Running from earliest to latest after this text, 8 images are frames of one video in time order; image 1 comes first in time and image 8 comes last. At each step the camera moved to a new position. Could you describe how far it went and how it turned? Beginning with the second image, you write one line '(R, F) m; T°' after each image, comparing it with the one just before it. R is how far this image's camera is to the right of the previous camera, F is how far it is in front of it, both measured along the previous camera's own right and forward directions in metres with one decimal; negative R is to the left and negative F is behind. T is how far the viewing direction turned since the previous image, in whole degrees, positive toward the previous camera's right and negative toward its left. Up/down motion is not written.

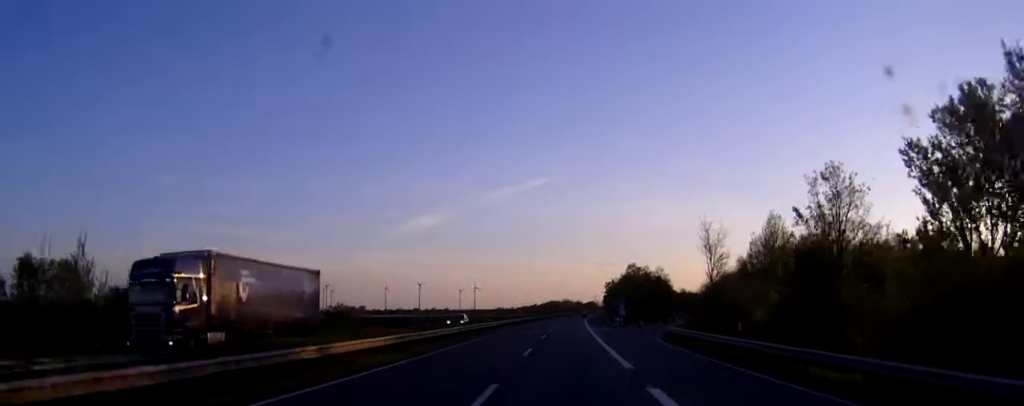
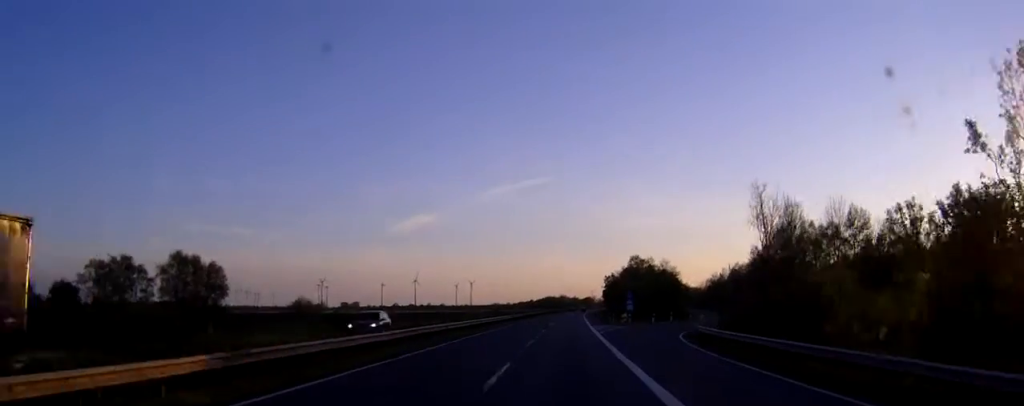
(0.0, +13.6) m; 0°
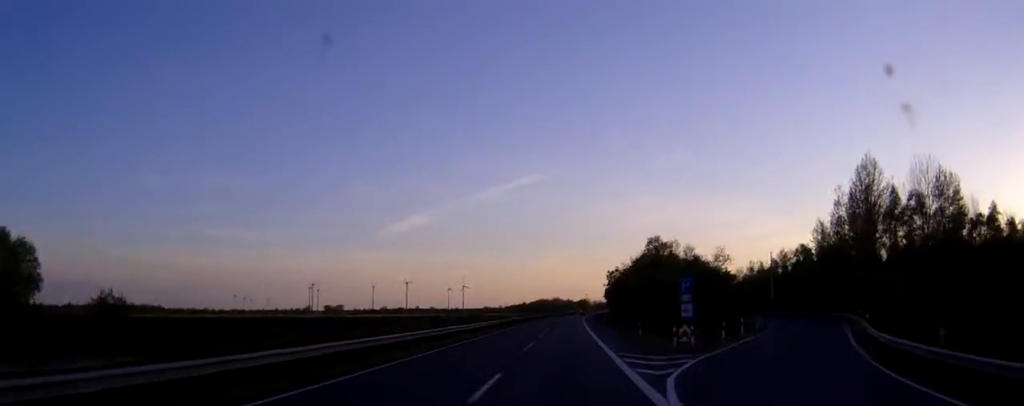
(+0.2, +37.0) m; +1°
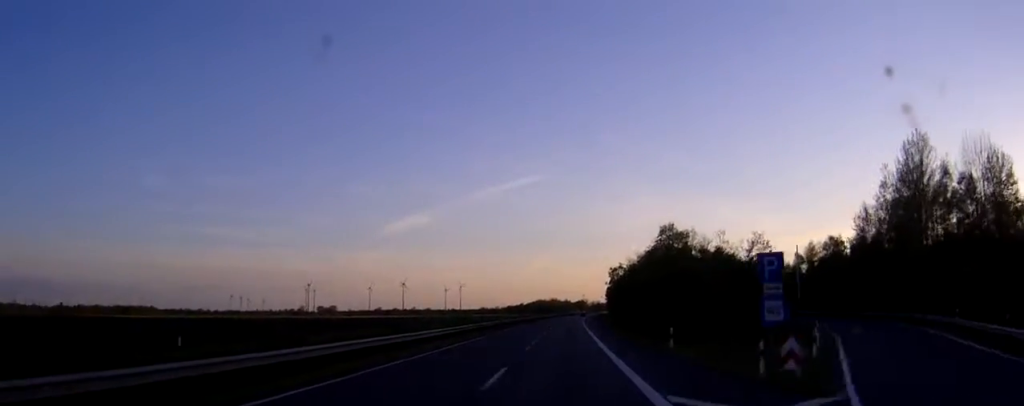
(0.0, +15.6) m; 0°
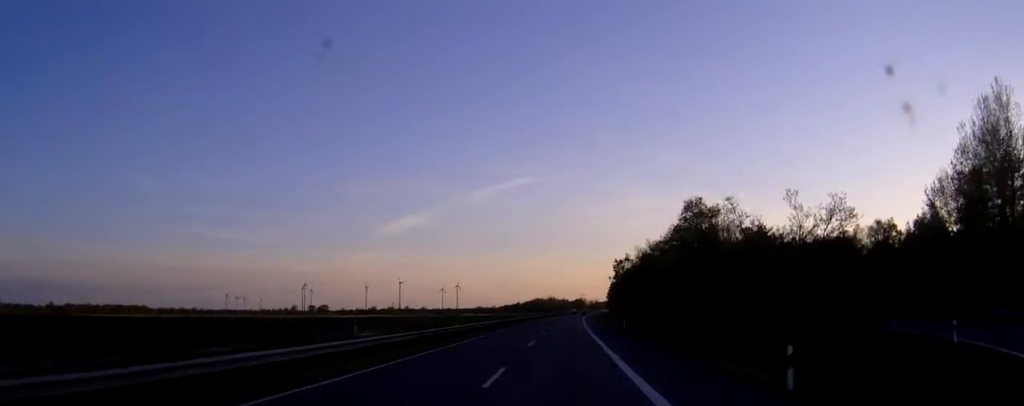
(0.0, +18.4) m; 0°
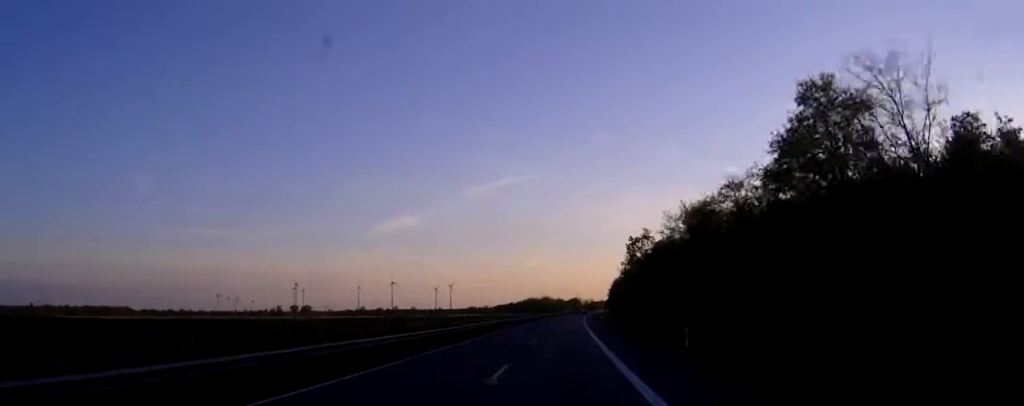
(+0.1, +34.8) m; 0°
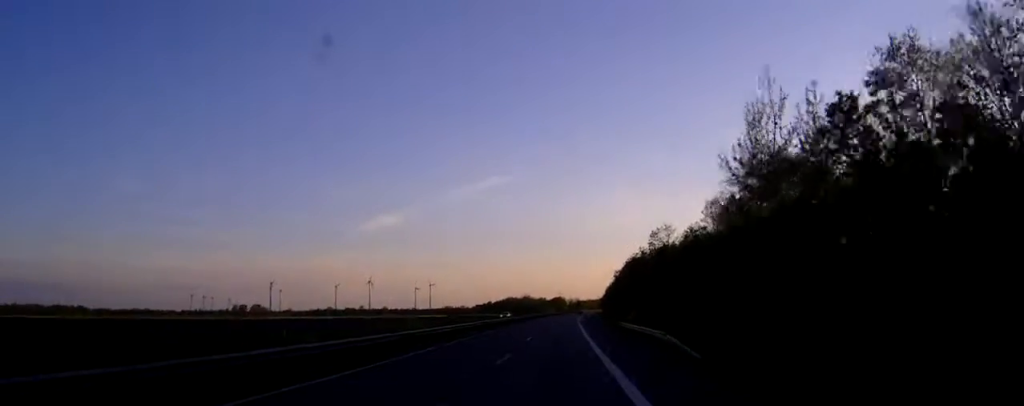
(+1.0, +81.8) m; +1°
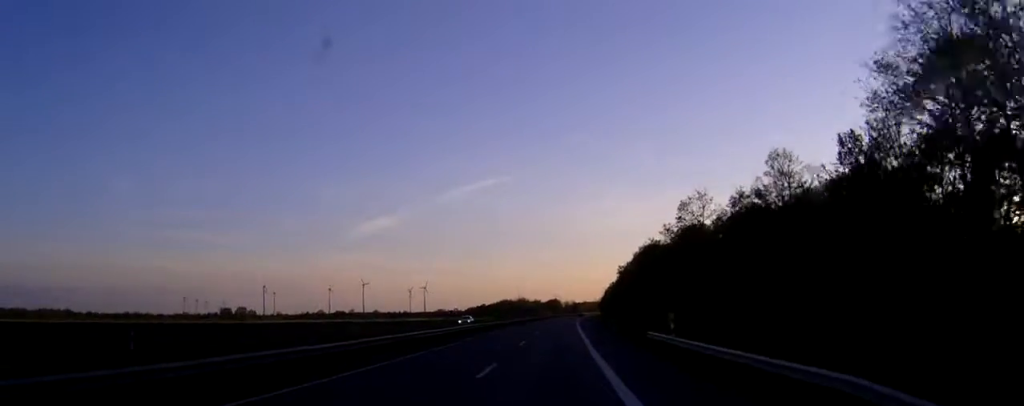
(+0.1, +23.4) m; 0°
